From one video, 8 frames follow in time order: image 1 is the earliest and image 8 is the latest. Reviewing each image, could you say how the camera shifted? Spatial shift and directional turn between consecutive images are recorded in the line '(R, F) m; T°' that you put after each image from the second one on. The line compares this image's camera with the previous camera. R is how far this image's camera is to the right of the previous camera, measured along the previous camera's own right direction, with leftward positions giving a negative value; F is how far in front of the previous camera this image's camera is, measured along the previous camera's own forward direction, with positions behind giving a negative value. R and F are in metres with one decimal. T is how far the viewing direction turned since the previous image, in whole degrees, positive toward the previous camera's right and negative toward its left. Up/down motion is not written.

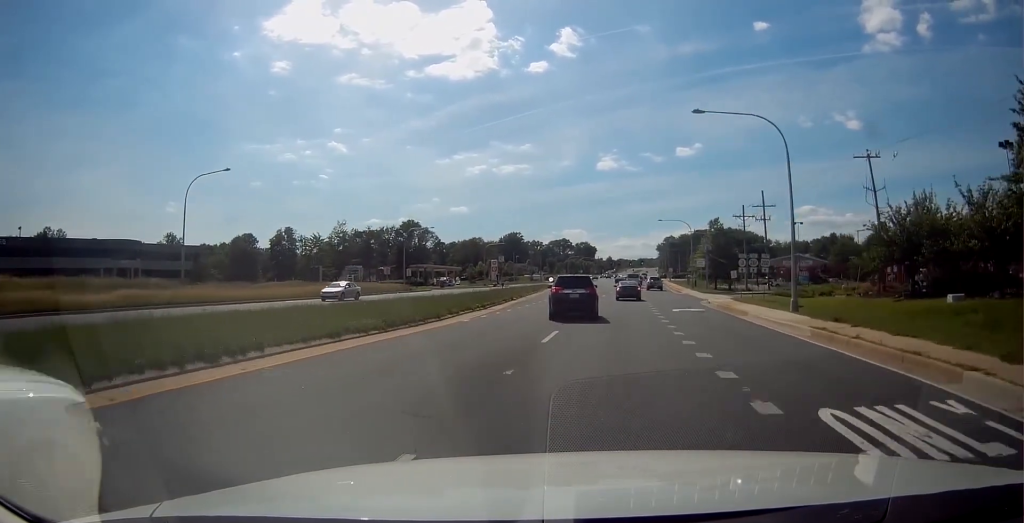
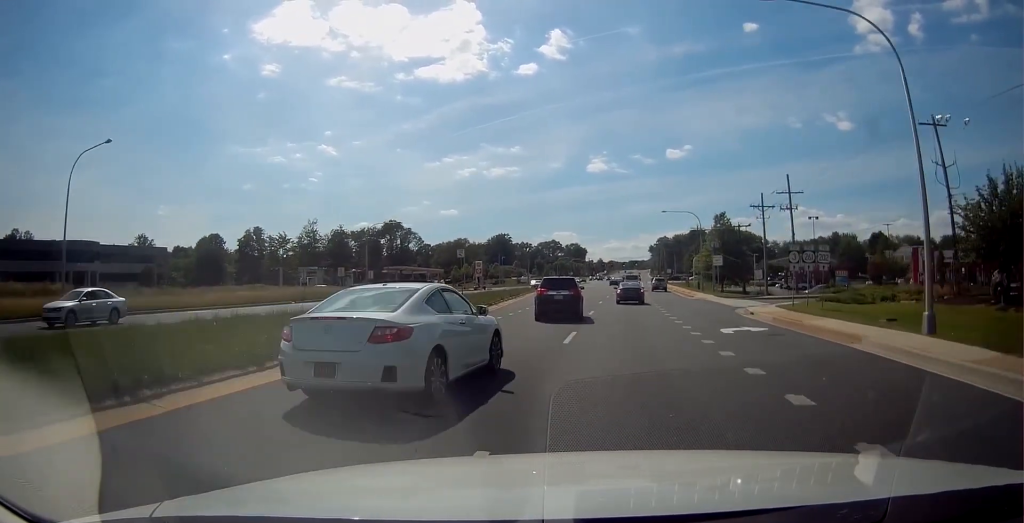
(+0.1, +13.0) m; 0°
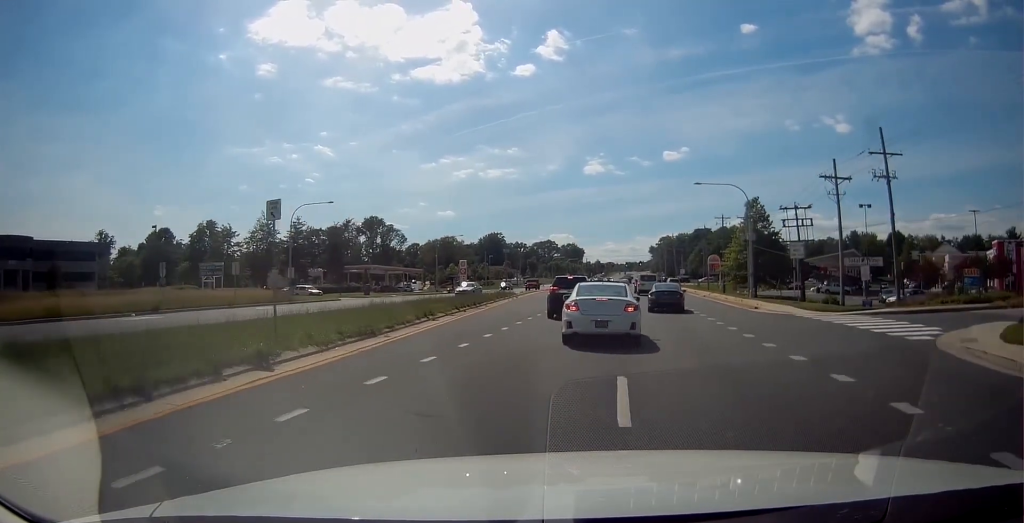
(+0.2, +20.9) m; +2°
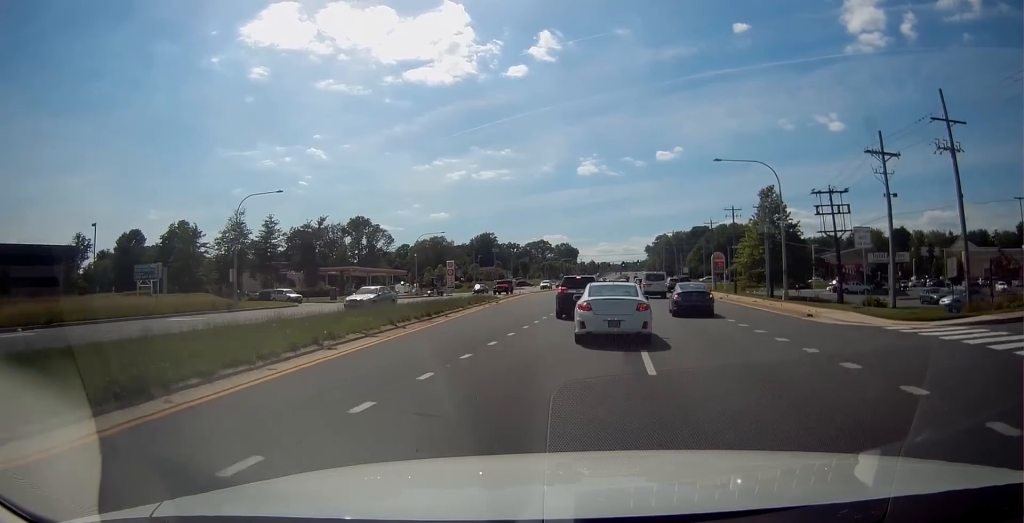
(+0.1, +8.8) m; +1°
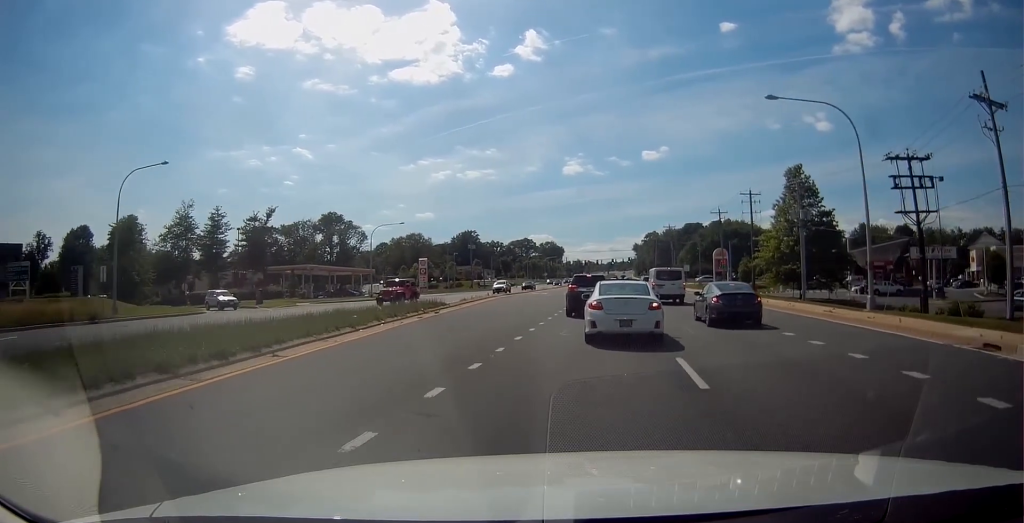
(0.0, +13.9) m; +1°
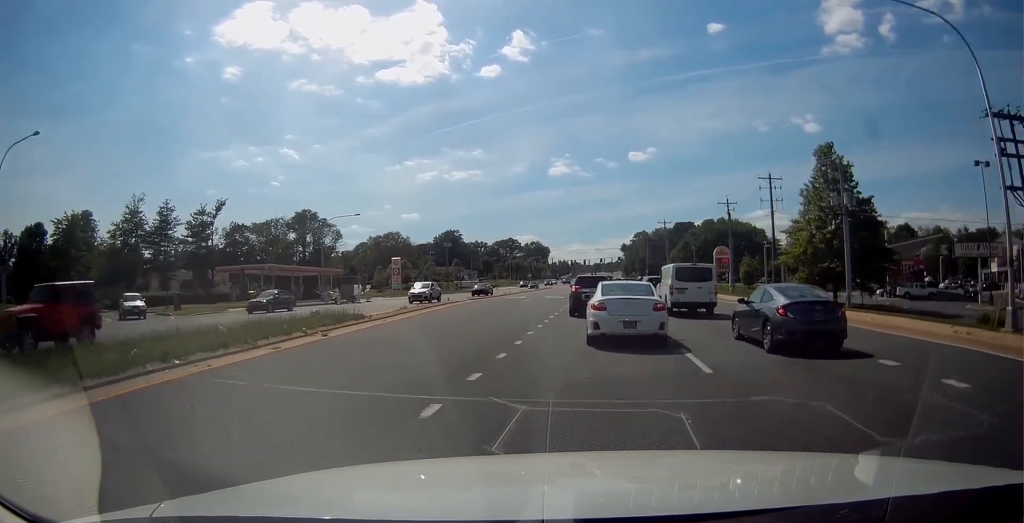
(+0.1, +11.4) m; +2°
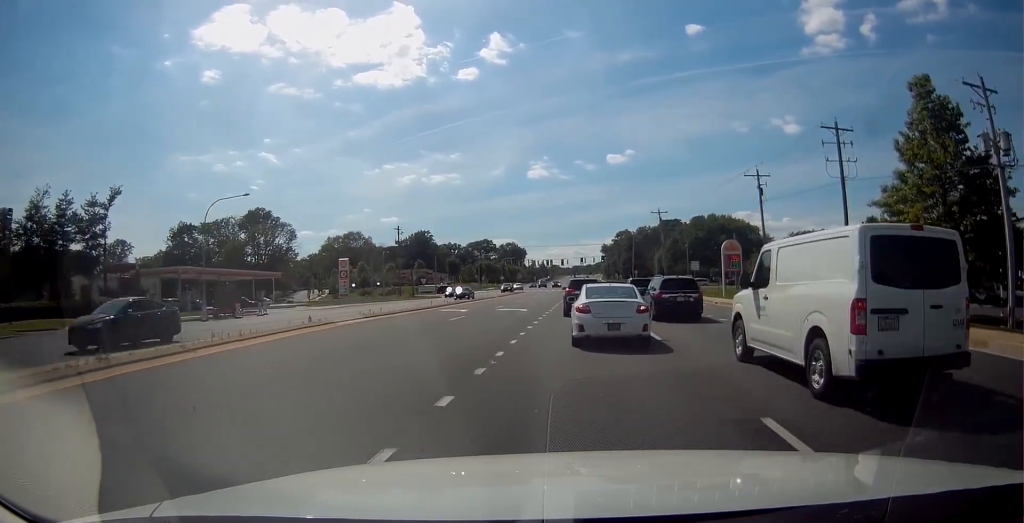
(+0.2, +19.1) m; +2°
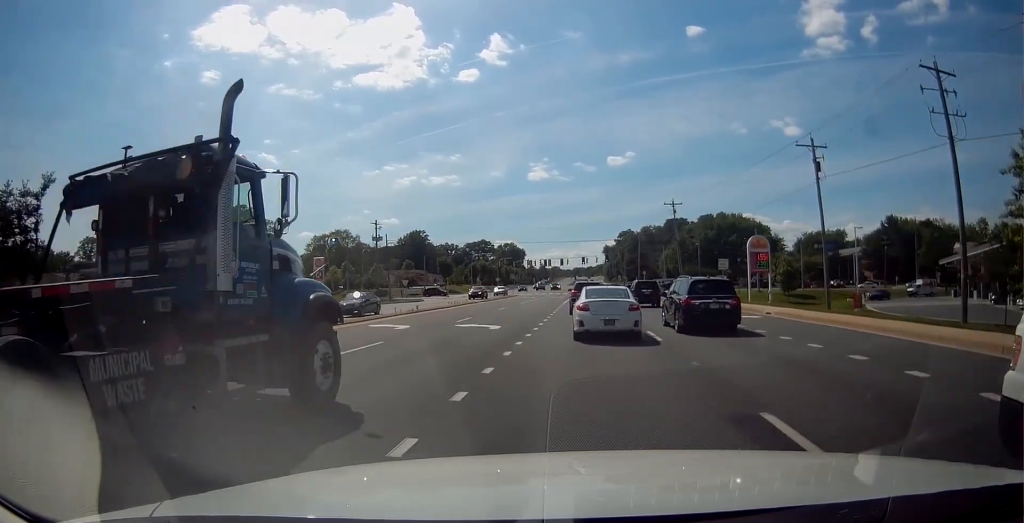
(+0.4, +11.9) m; +1°
